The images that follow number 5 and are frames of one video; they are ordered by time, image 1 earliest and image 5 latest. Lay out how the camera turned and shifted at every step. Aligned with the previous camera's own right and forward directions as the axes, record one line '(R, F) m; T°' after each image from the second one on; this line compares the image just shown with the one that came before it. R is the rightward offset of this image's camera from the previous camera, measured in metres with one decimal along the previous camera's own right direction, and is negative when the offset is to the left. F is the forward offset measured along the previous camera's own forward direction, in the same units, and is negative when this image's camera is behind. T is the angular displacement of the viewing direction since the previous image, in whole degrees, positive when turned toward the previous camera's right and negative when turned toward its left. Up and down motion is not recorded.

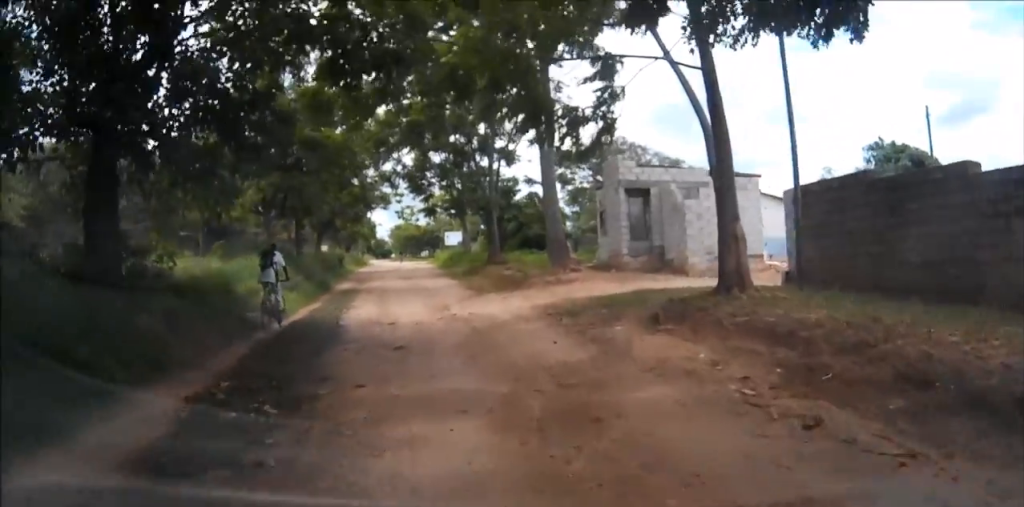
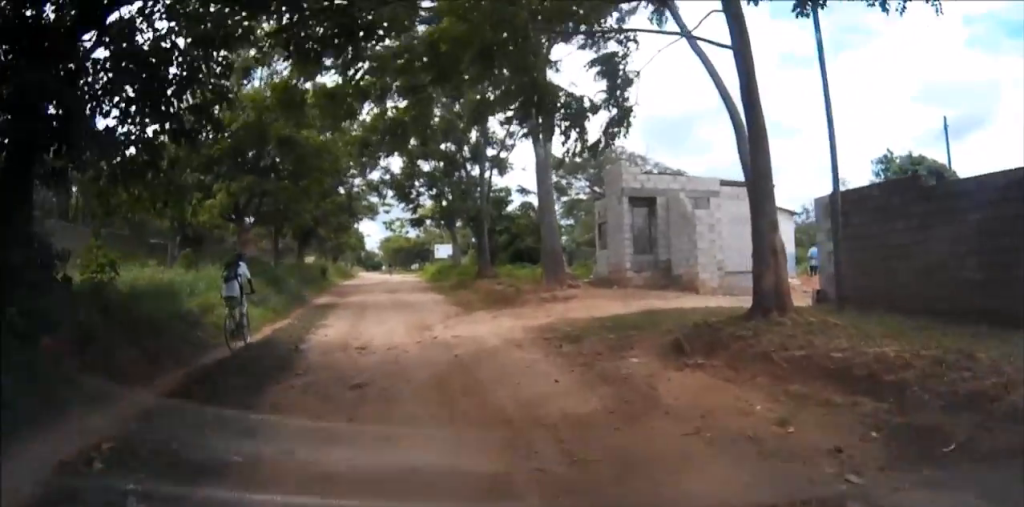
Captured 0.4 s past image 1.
(+0.1, +2.5) m; 0°
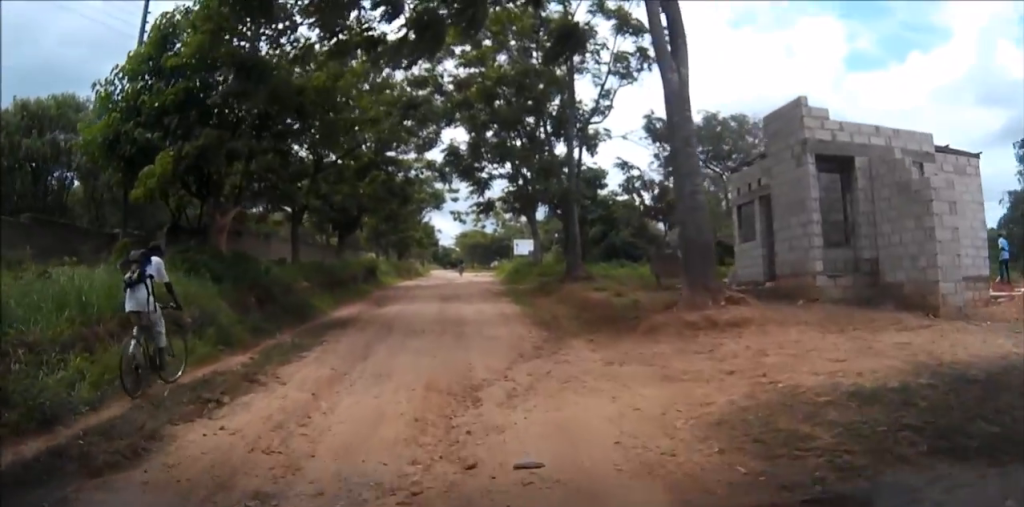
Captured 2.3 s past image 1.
(-0.4, +9.4) m; -8°
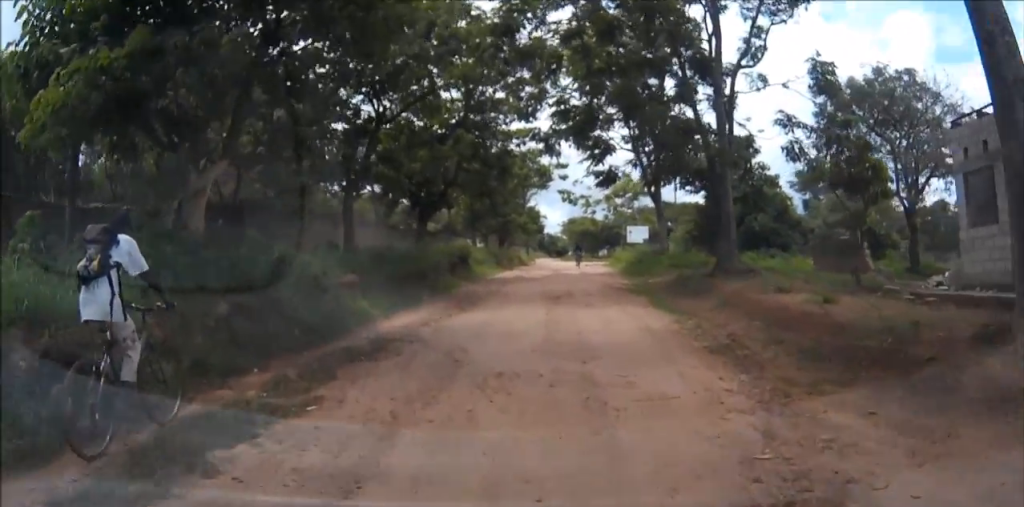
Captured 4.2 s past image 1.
(-0.6, +8.1) m; -6°
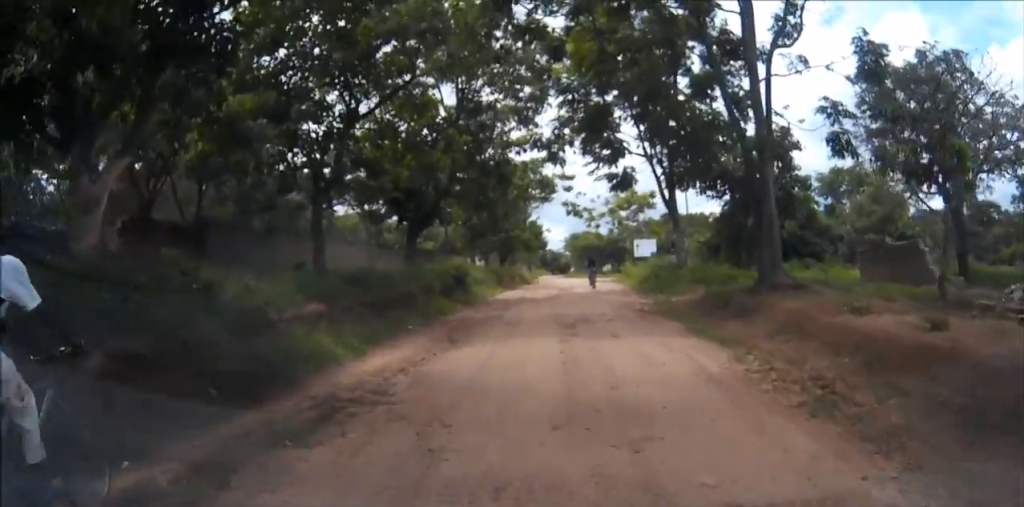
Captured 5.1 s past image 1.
(0.0, +3.6) m; -1°
